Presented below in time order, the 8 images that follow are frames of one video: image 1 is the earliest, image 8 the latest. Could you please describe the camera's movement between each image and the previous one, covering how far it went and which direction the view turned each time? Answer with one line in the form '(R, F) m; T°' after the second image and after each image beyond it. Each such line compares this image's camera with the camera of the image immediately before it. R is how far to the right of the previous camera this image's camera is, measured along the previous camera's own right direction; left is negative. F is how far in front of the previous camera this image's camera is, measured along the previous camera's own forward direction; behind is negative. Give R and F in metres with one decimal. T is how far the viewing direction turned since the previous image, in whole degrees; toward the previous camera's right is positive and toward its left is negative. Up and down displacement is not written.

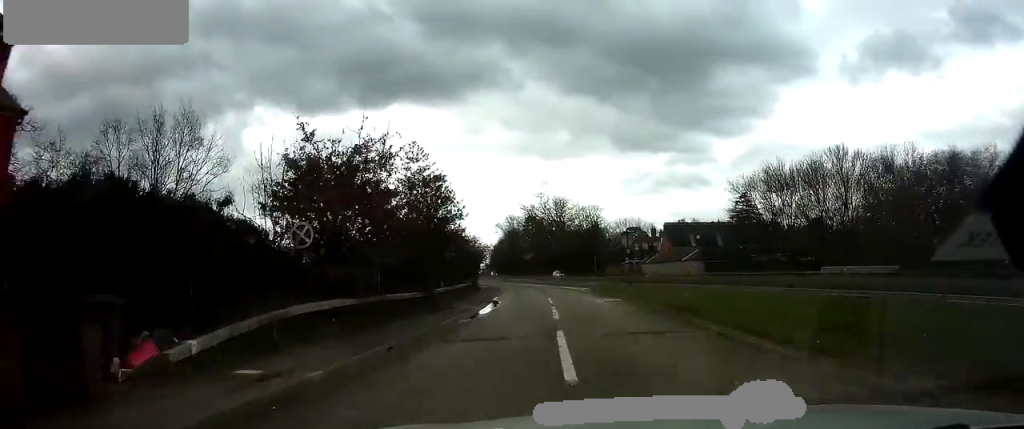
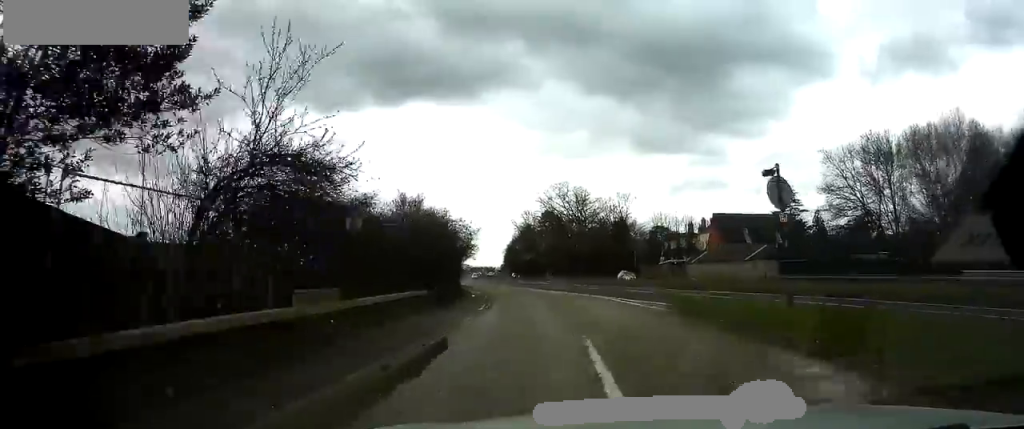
(-0.2, +19.4) m; -2°
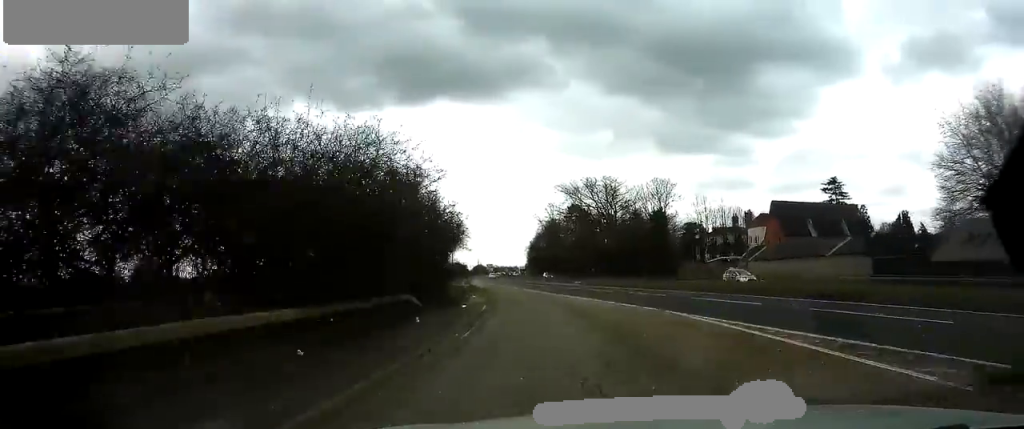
(-0.2, +13.5) m; -2°
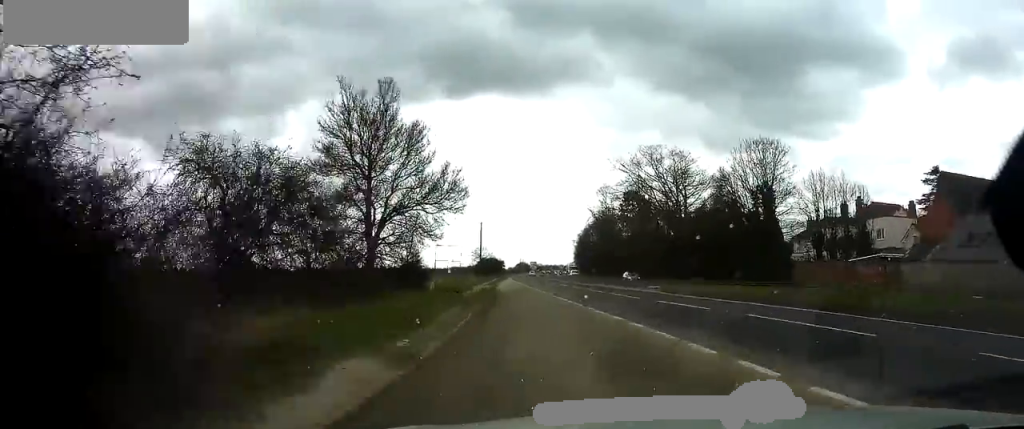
(-1.0, +25.2) m; -4°
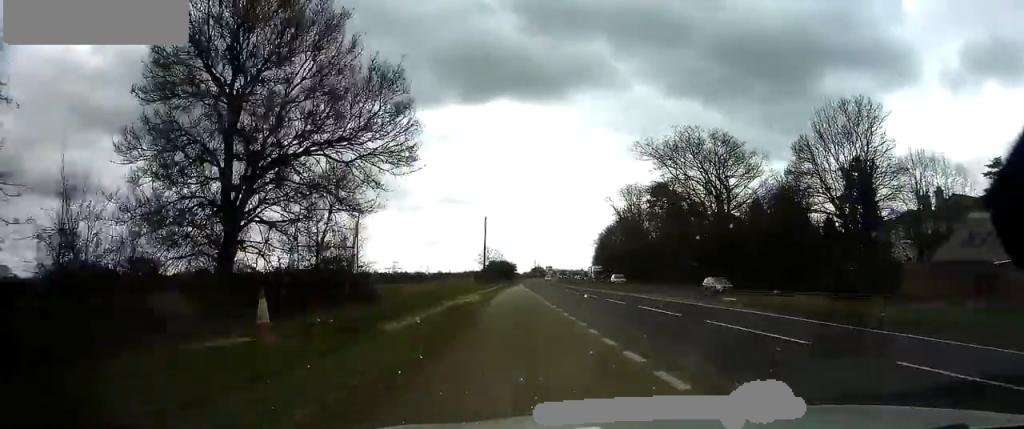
(-0.3, +16.3) m; -2°
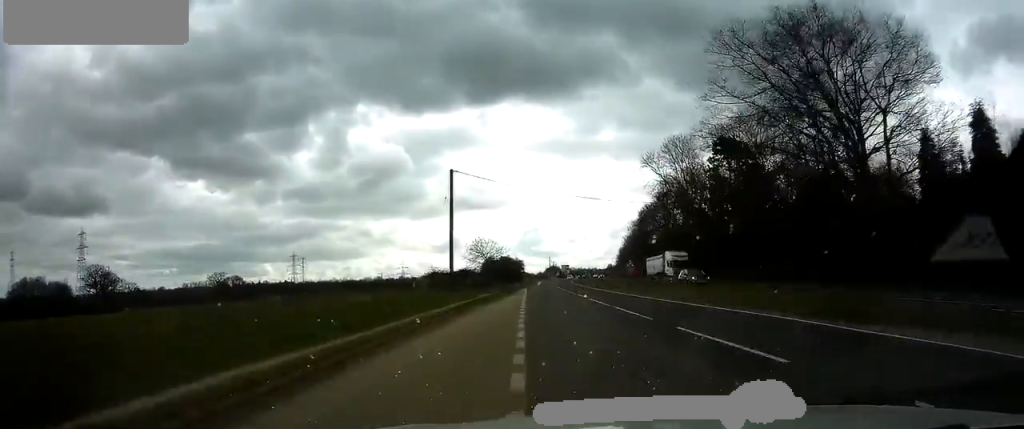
(-0.8, +37.0) m; -2°
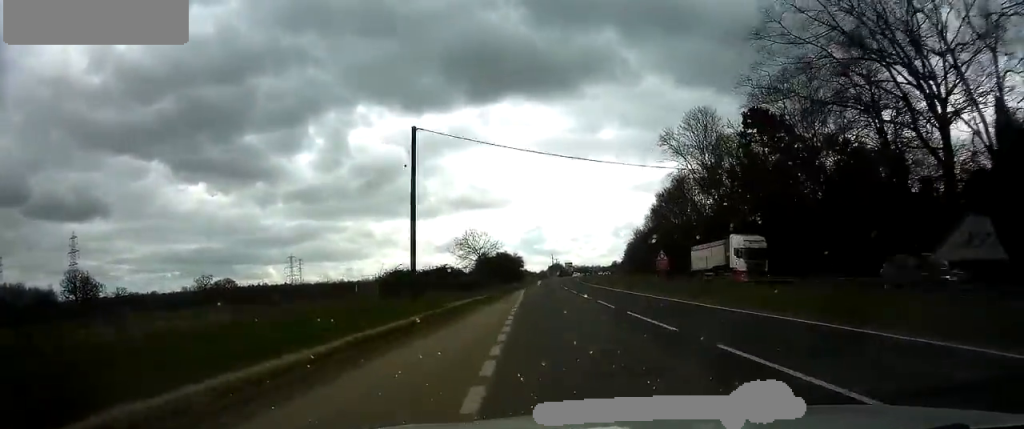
(0.0, +12.7) m; 0°
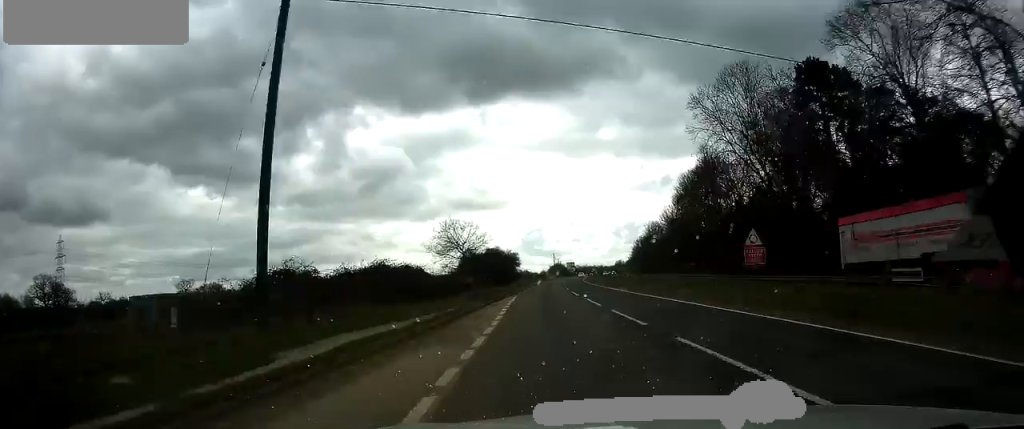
(-0.2, +16.4) m; 0°
